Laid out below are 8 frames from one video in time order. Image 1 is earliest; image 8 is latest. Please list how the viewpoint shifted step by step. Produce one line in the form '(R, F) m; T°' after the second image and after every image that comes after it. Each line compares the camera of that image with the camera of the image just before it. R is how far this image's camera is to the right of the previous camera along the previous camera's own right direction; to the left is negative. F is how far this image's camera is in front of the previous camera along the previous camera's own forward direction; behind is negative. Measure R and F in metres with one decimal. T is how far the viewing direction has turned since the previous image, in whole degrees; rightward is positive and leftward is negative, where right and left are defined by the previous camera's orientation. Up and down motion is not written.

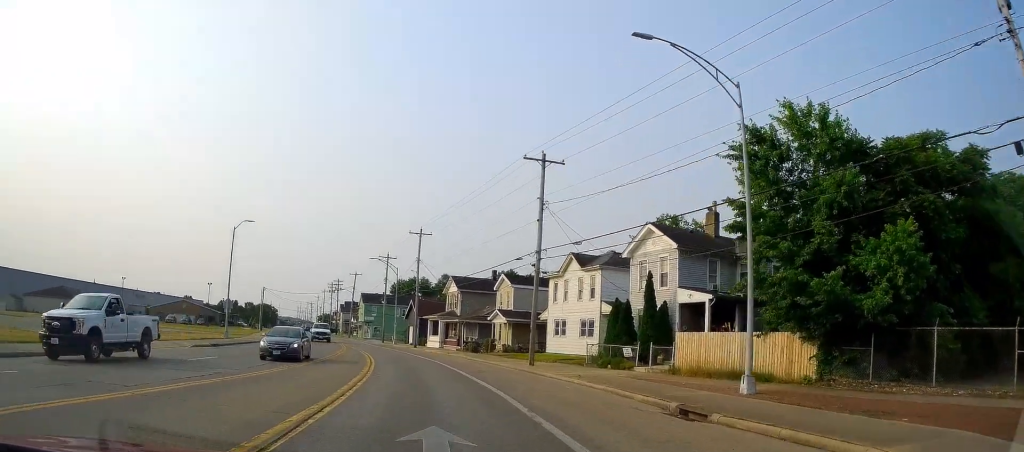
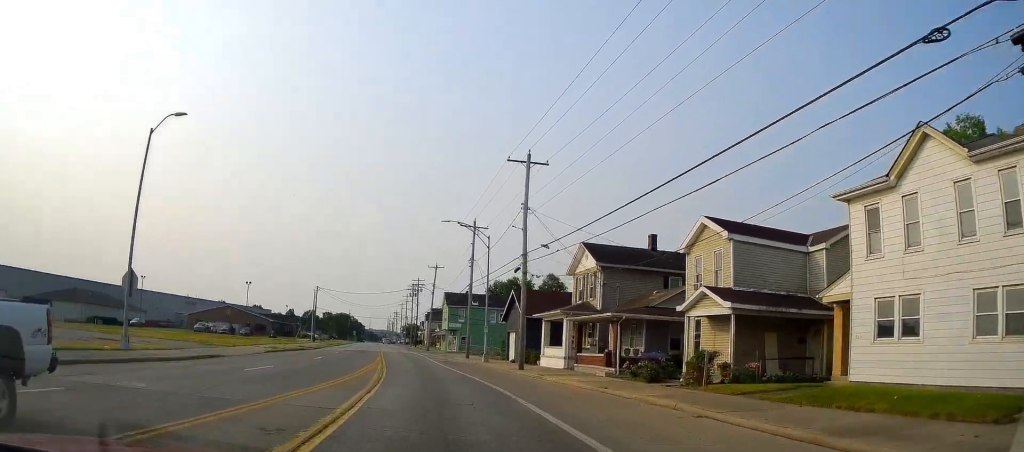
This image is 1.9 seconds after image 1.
(-2.0, +27.2) m; -11°
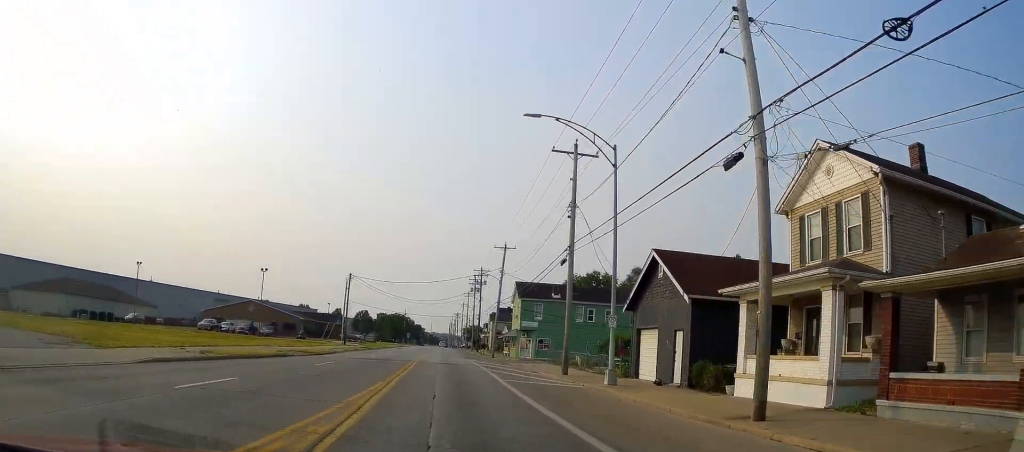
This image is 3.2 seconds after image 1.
(-1.6, +21.1) m; -4°
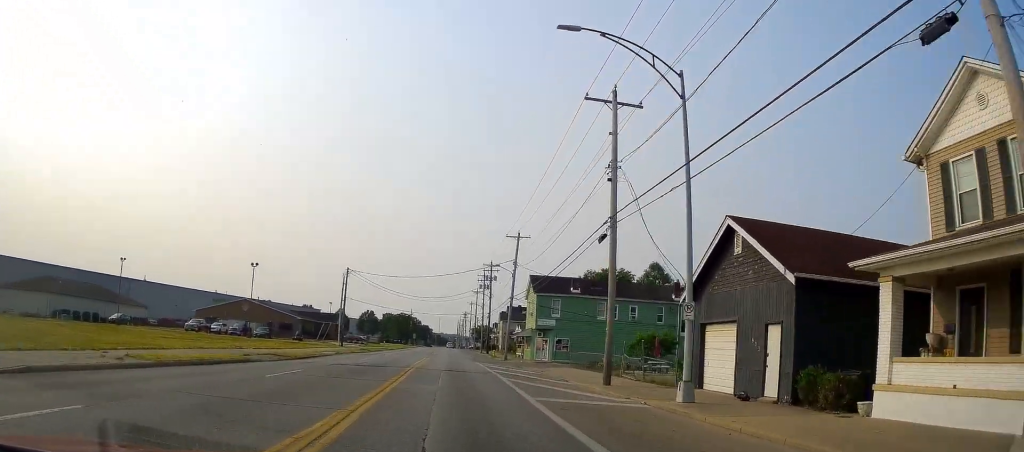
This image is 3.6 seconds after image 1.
(+0.1, +6.7) m; 0°
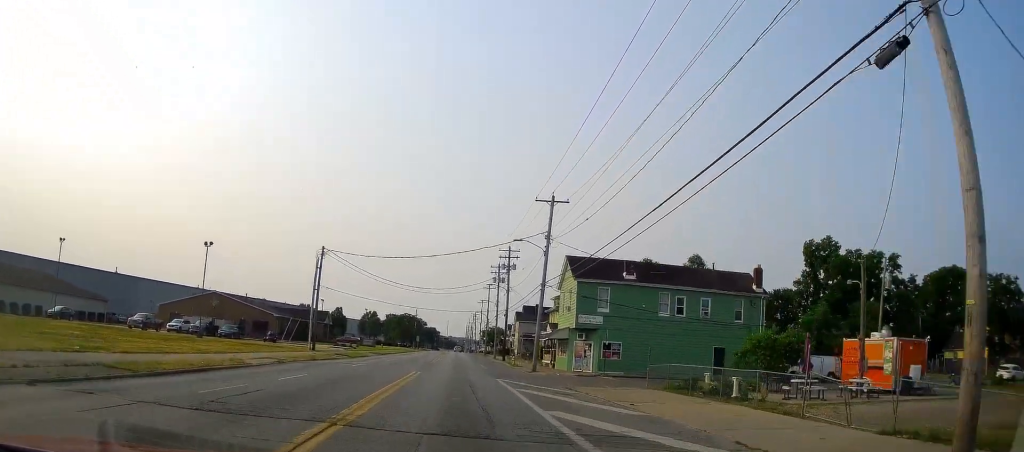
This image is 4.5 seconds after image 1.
(-0.3, +17.0) m; -1°
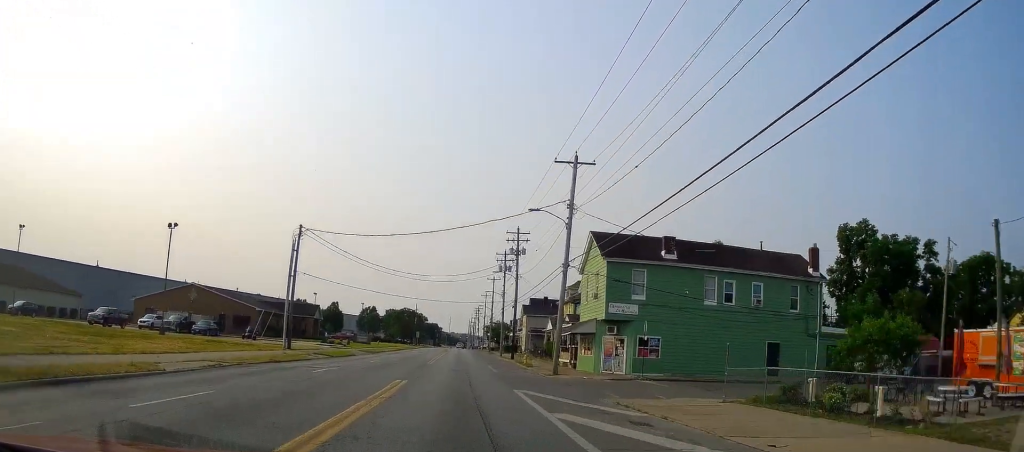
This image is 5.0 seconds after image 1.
(0.0, +8.4) m; -1°
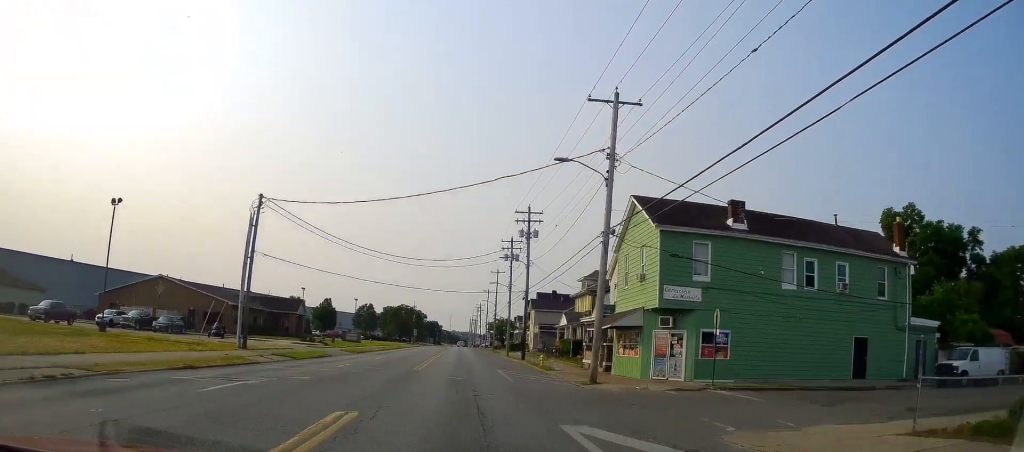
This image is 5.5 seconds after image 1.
(+0.1, +9.6) m; -1°
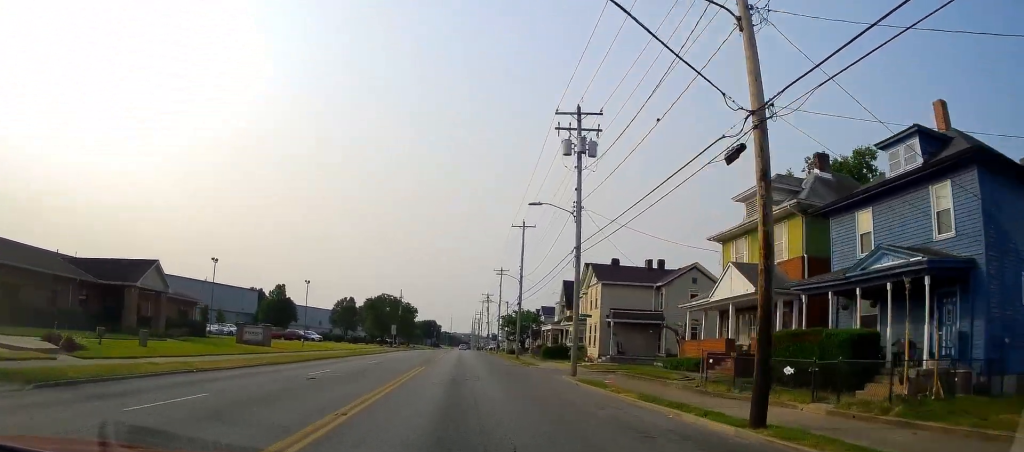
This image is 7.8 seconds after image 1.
(-0.1, +40.5) m; 0°
